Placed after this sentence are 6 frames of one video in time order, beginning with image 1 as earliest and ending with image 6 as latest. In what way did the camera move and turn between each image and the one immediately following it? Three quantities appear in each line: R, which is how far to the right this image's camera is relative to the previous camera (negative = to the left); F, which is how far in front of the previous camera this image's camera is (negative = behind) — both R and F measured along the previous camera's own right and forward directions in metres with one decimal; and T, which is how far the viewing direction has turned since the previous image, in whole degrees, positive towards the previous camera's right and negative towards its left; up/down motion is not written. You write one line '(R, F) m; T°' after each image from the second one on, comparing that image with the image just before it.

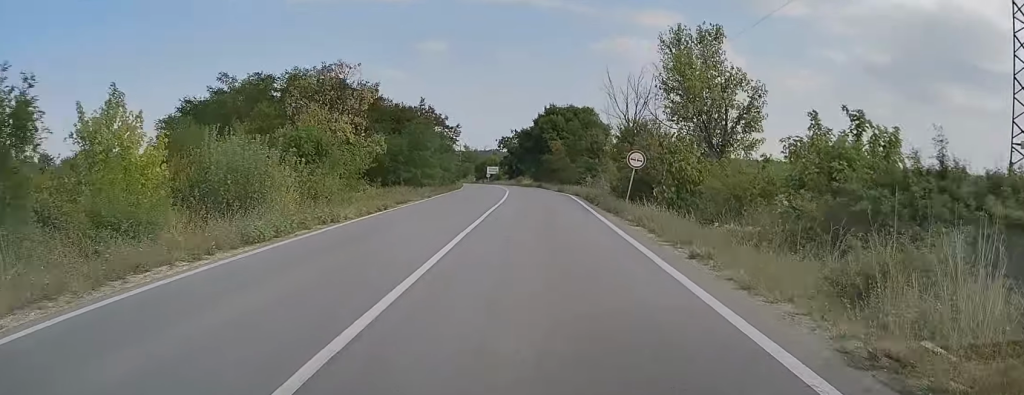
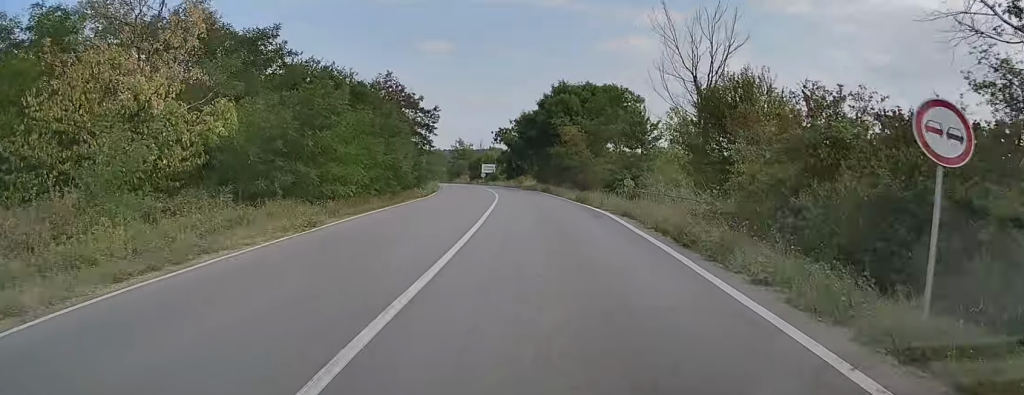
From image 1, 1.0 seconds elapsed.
(+0.1, +21.1) m; -1°
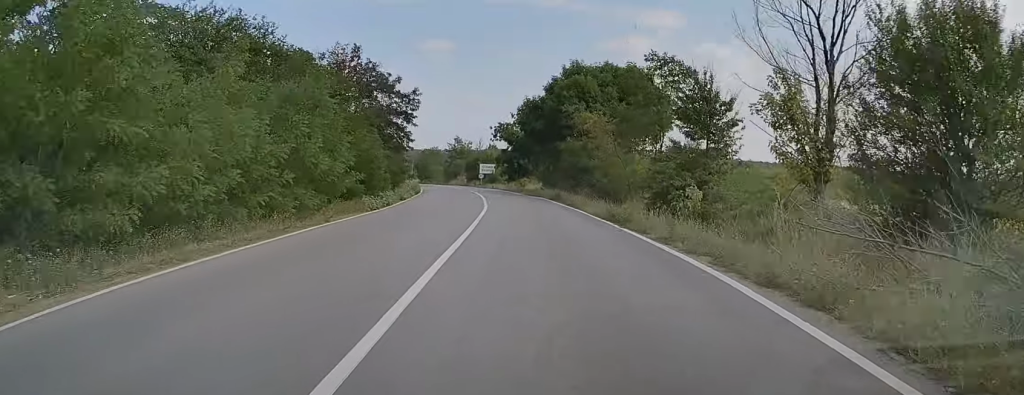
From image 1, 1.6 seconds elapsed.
(+0.1, +12.8) m; -1°
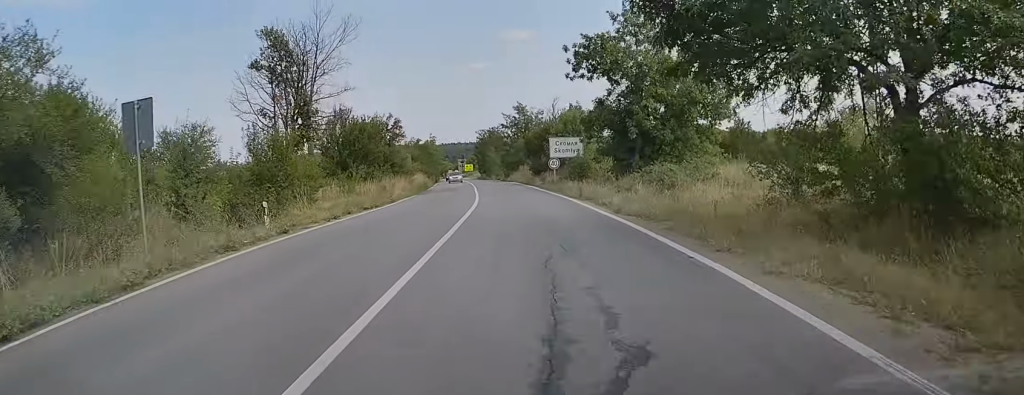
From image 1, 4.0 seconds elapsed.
(-2.0, +50.6) m; -4°
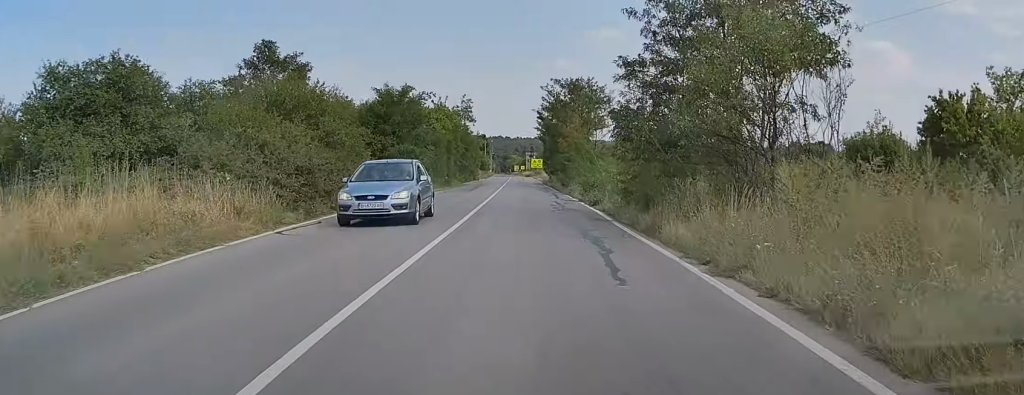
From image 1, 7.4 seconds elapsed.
(-5.6, +63.7) m; -8°
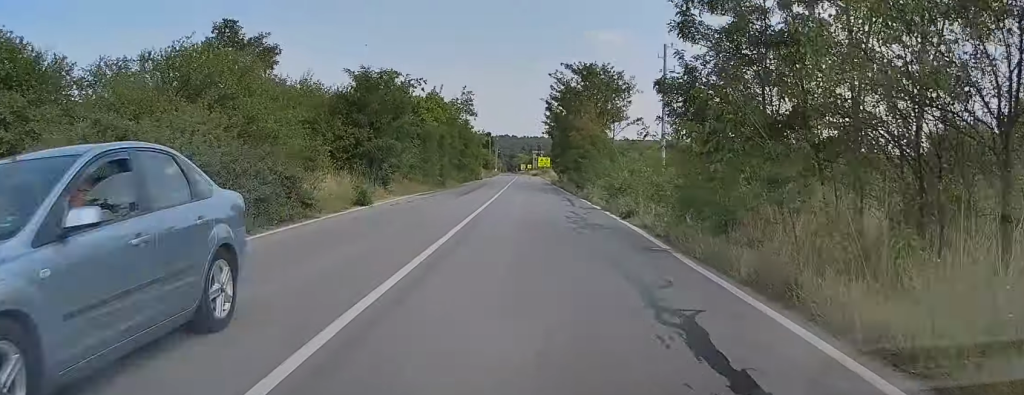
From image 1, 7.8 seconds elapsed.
(0.0, +7.4) m; 0°
